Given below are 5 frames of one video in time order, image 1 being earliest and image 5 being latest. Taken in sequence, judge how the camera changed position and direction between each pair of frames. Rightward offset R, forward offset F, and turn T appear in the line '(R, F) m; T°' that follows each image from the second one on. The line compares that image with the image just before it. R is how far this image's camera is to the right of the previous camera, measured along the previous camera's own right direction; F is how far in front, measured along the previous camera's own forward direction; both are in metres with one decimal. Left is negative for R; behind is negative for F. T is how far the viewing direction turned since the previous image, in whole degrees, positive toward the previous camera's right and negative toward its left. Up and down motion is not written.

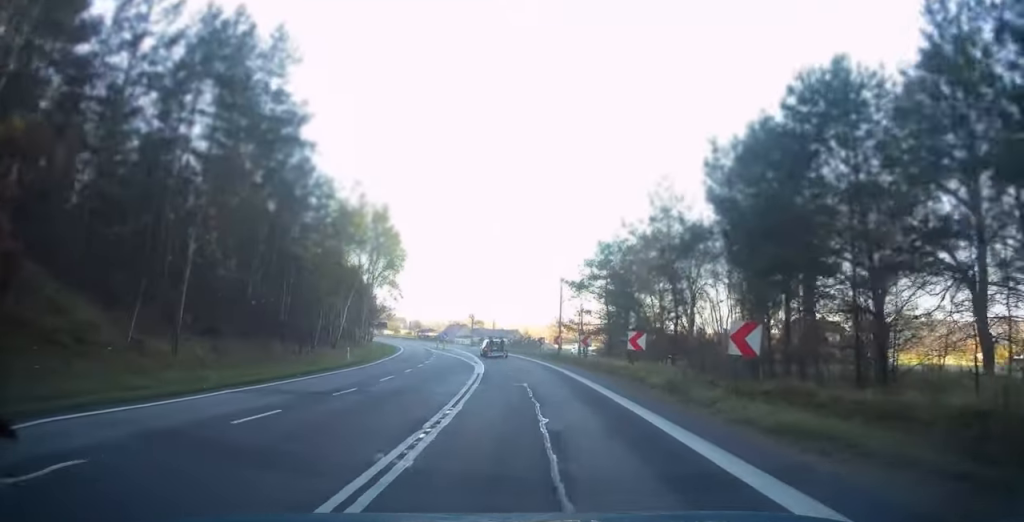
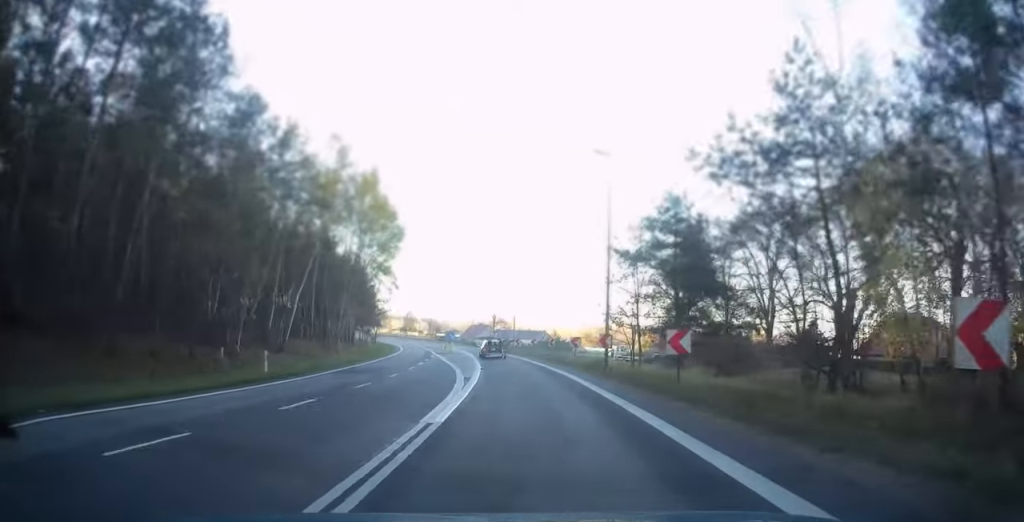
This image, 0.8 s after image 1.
(-0.4, +16.1) m; -2°
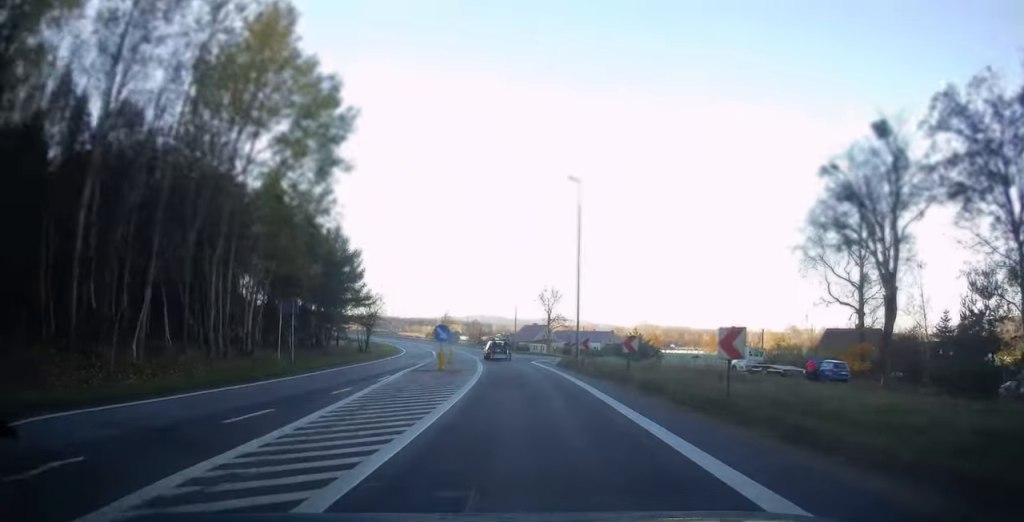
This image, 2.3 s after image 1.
(-1.1, +33.5) m; -5°
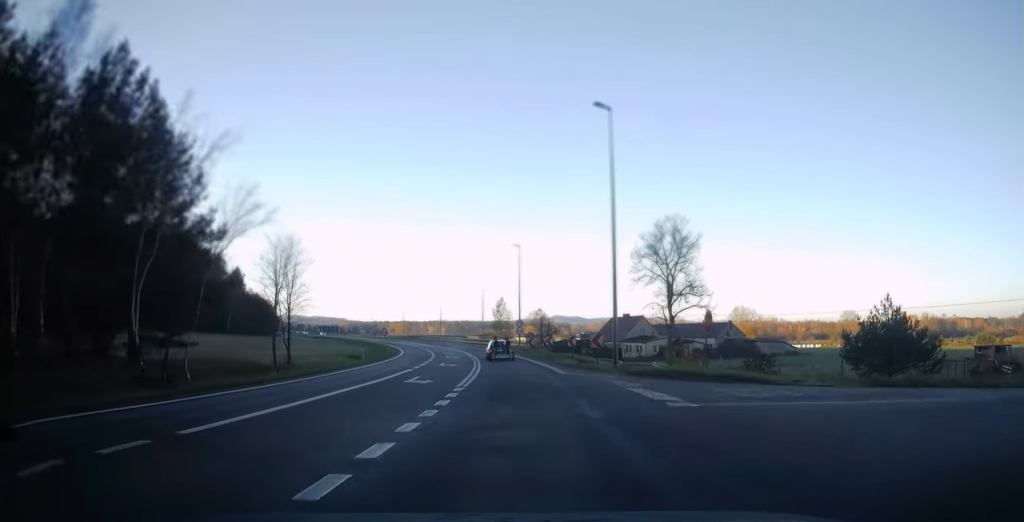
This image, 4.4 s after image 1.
(-3.3, +45.4) m; -8°
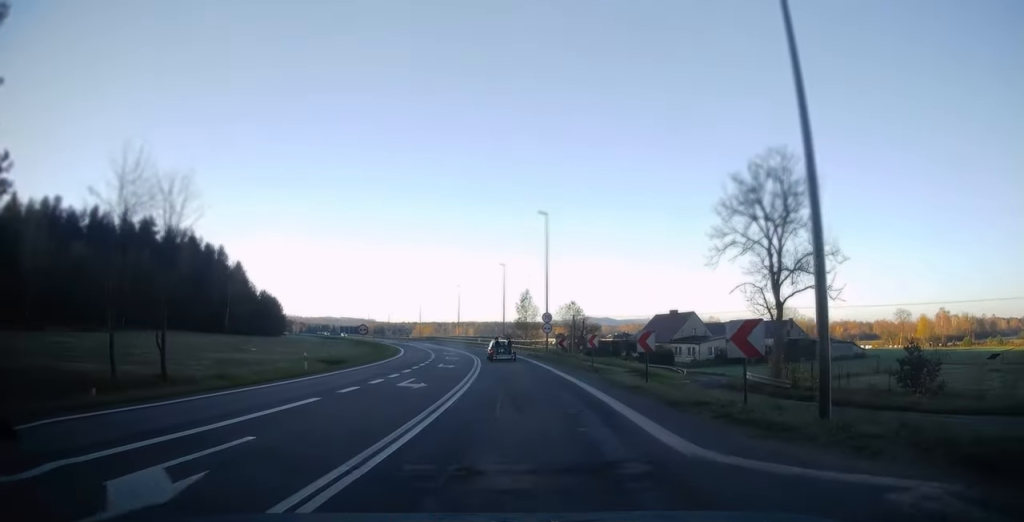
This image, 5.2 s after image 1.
(-0.7, +16.7) m; -3°
